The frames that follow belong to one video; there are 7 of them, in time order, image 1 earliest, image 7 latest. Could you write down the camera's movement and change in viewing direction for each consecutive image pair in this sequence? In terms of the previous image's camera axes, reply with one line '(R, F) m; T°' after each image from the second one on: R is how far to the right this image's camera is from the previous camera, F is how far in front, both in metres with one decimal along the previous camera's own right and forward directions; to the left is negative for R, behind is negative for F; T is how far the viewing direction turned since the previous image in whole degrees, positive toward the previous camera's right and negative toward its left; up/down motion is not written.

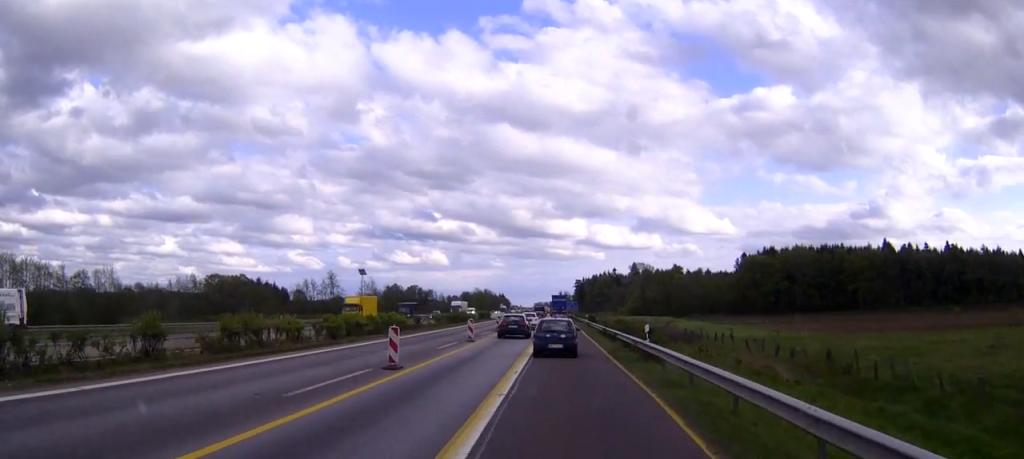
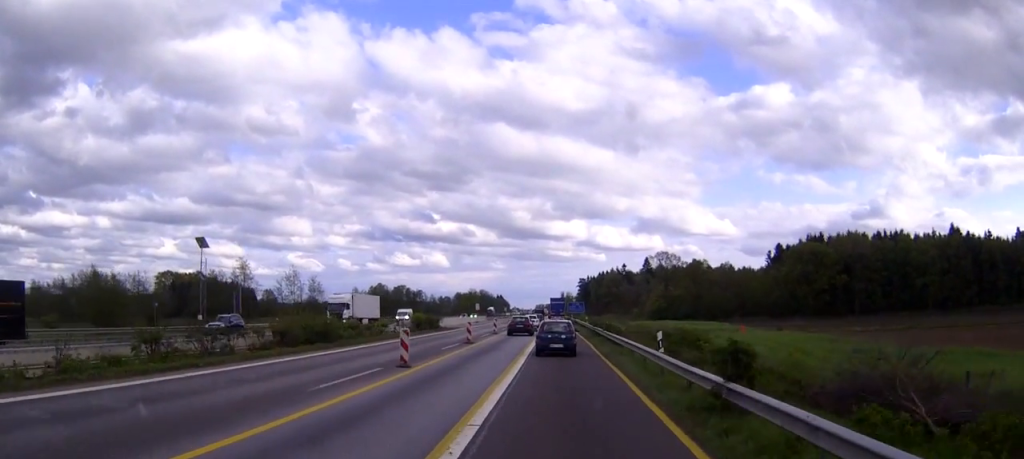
(-0.1, +52.7) m; 0°
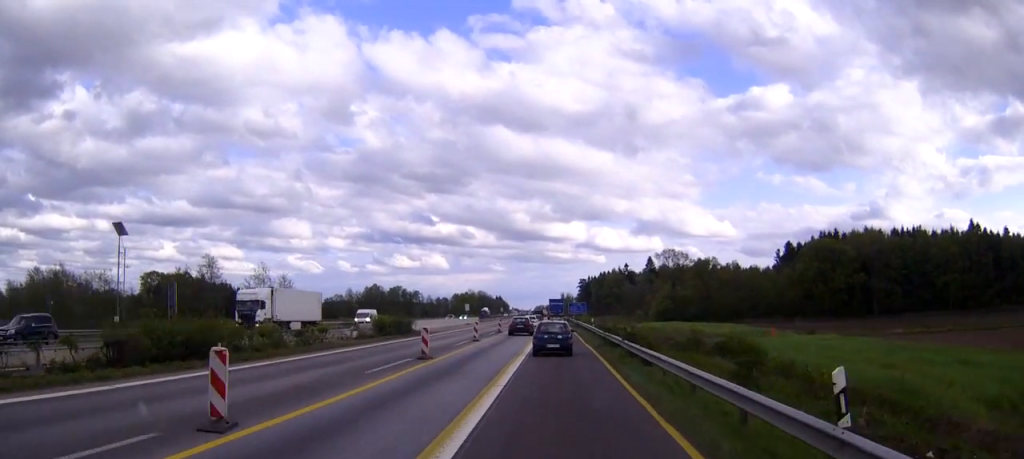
(0.0, +13.0) m; 0°
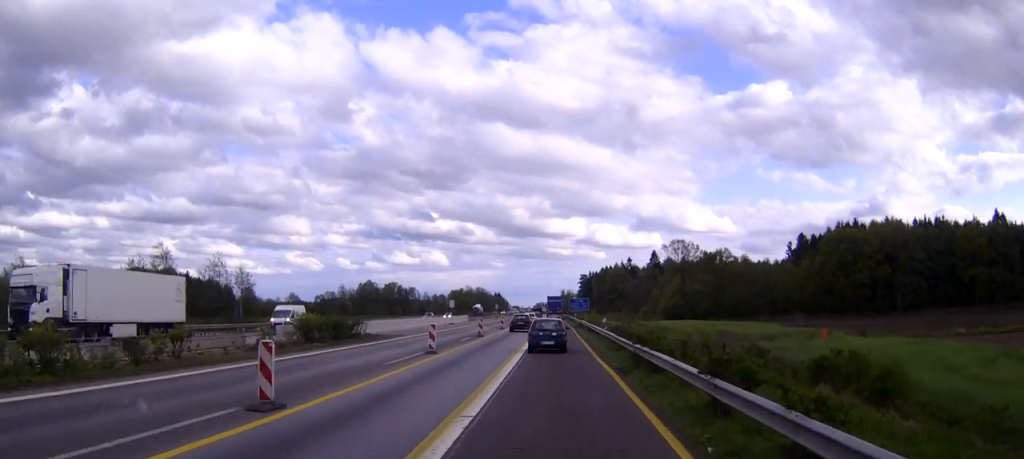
(0.0, +15.0) m; 0°
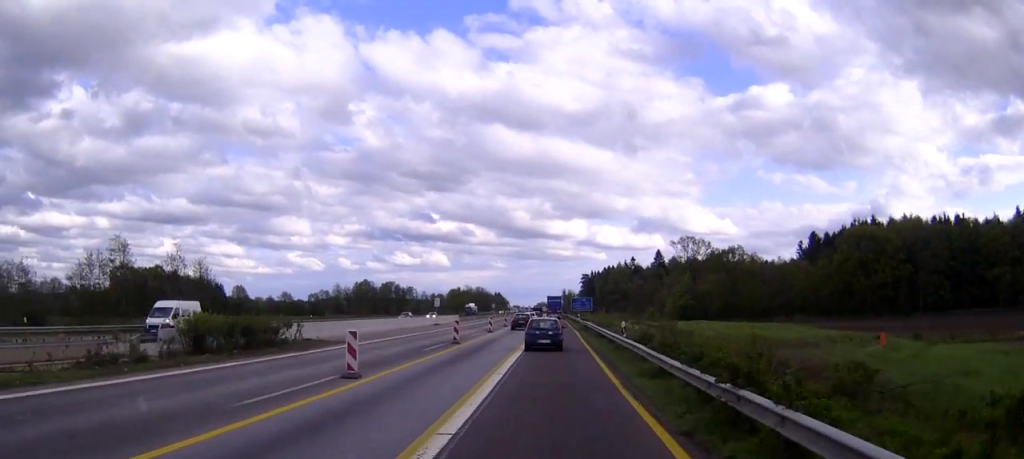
(0.0, +11.6) m; 0°
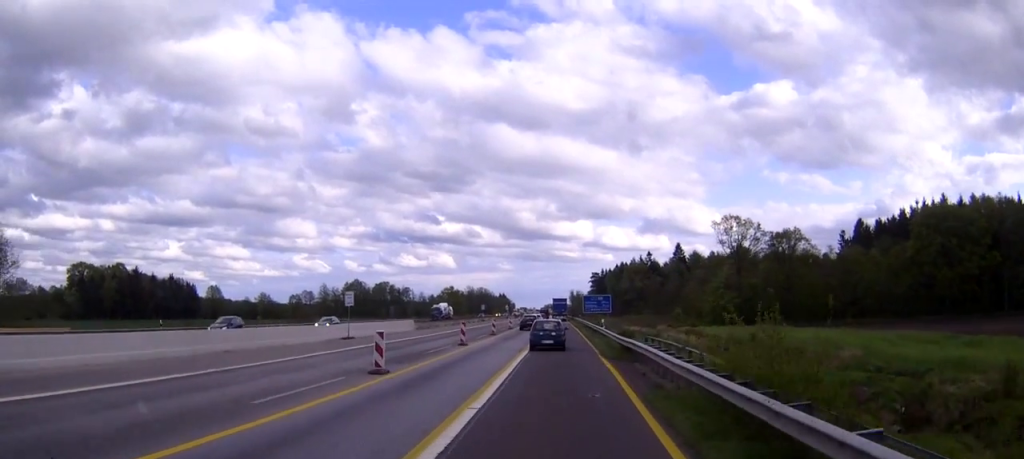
(-0.2, +35.6) m; -1°
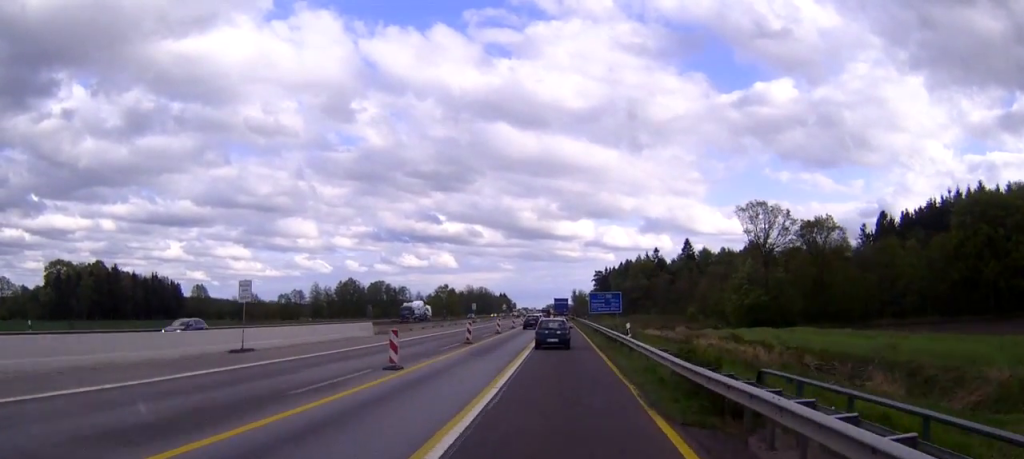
(0.0, +15.9) m; 0°
